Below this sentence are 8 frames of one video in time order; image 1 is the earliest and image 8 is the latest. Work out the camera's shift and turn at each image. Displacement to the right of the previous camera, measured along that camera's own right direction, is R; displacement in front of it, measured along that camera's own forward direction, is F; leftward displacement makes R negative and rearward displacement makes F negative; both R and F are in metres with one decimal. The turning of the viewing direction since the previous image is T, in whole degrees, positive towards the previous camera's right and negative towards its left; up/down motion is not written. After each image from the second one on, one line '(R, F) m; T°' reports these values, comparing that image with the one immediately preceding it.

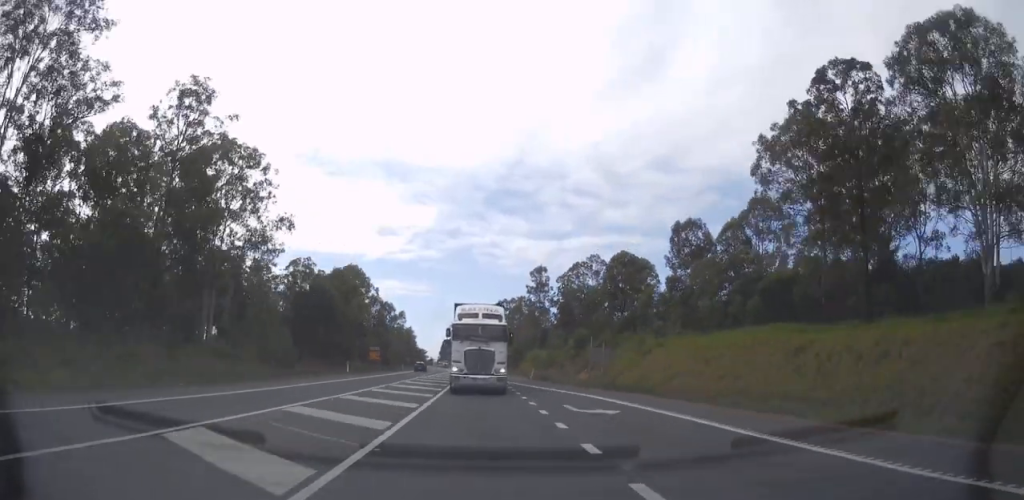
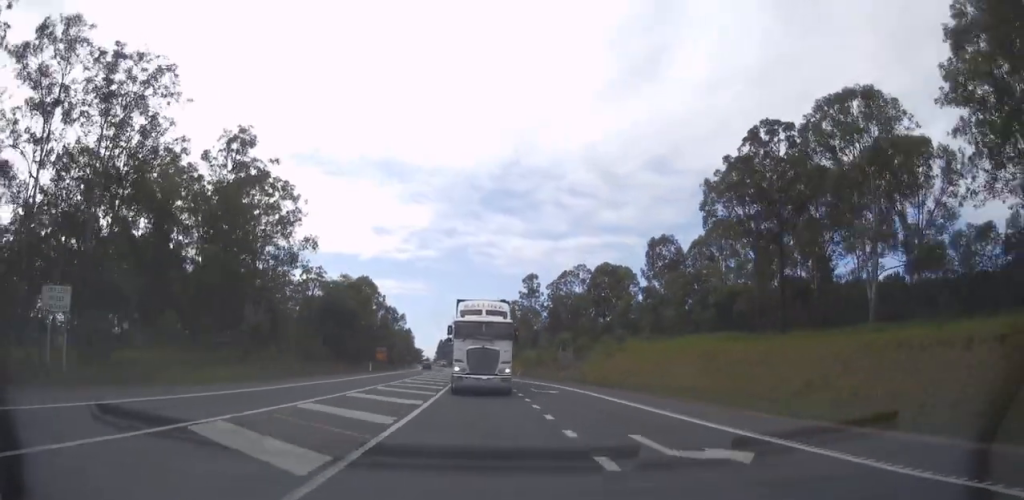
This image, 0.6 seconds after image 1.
(+0.3, +13.5) m; 0°
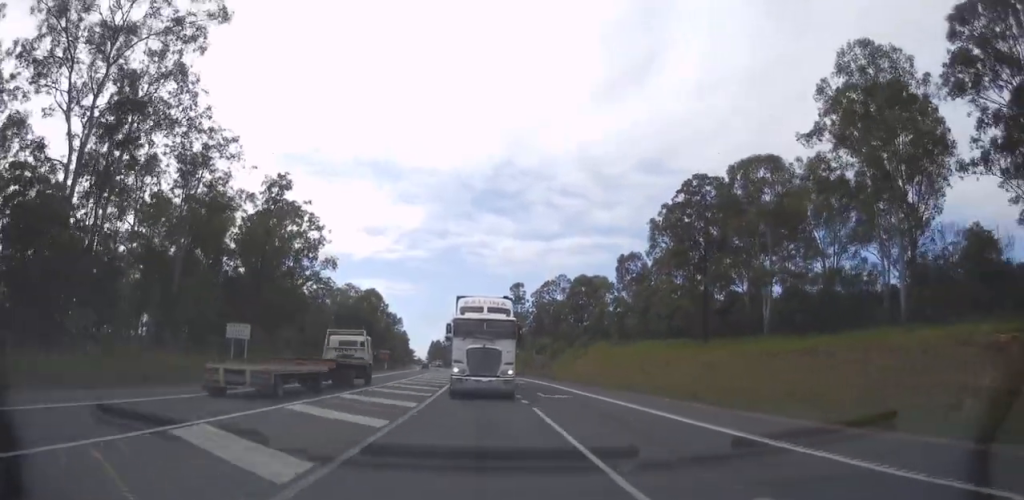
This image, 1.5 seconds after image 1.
(+0.1, +18.4) m; 0°
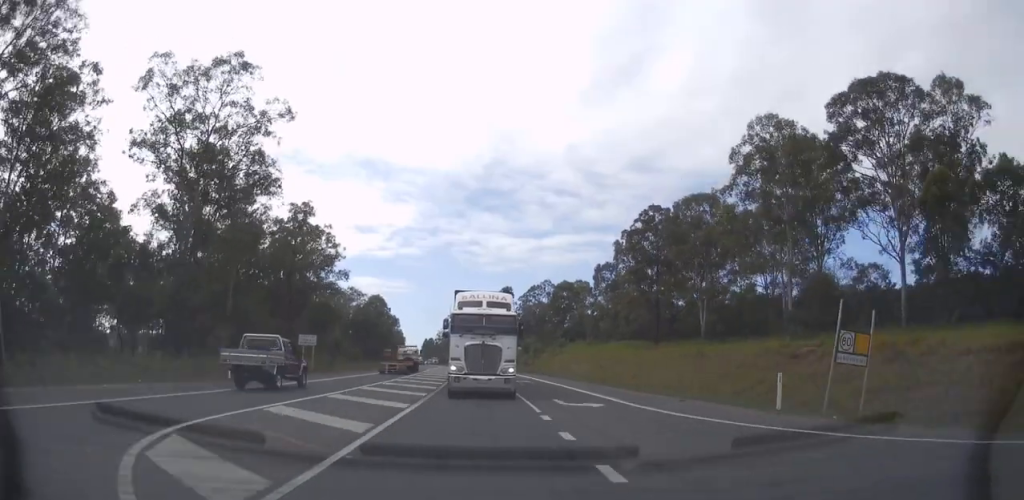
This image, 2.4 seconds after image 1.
(-0.3, +18.2) m; 0°
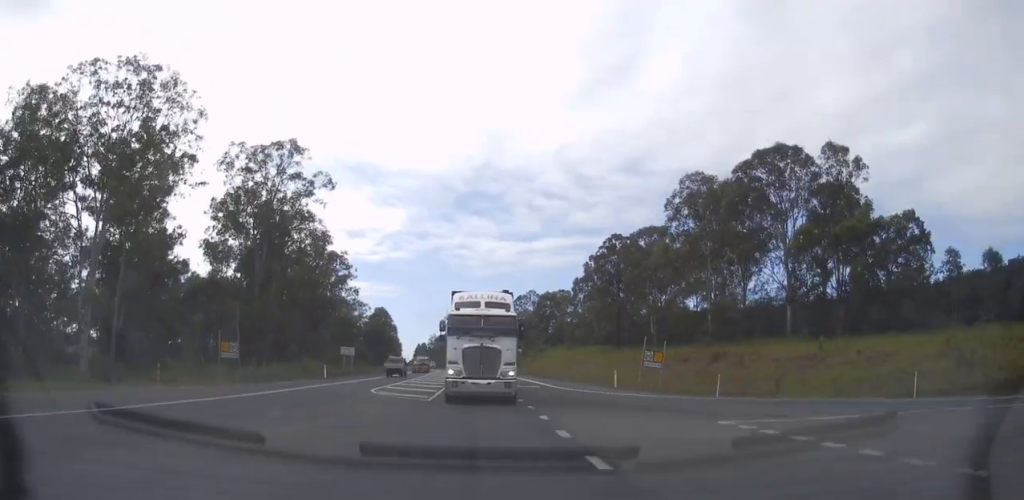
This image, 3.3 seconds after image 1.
(+0.6, +20.1) m; +2°
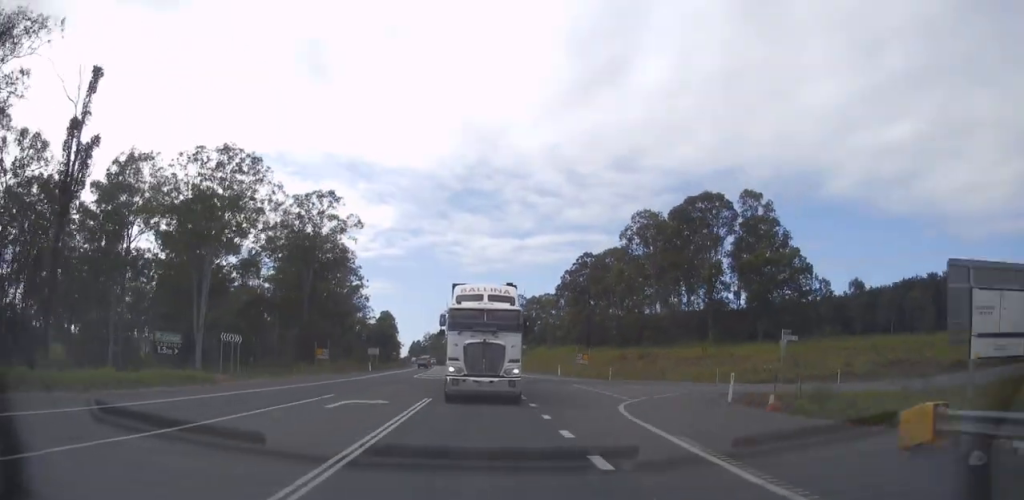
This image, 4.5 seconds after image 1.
(+0.3, +22.8) m; +2°
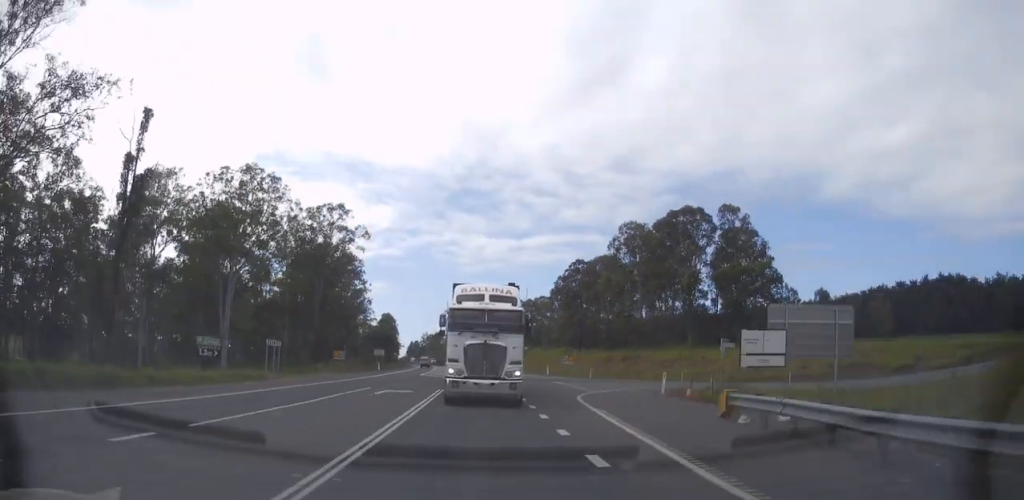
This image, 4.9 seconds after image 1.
(+0.3, +7.9) m; 0°
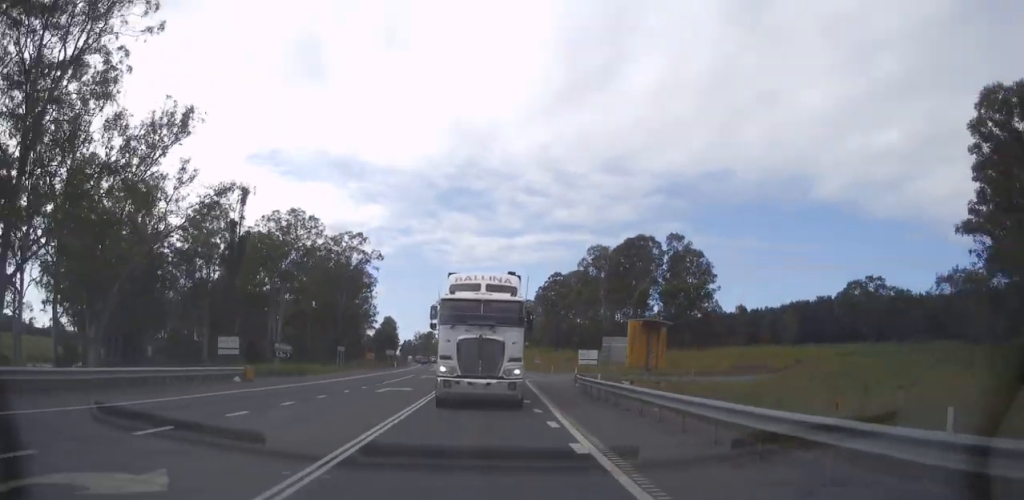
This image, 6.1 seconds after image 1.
(-0.6, +24.9) m; 0°
